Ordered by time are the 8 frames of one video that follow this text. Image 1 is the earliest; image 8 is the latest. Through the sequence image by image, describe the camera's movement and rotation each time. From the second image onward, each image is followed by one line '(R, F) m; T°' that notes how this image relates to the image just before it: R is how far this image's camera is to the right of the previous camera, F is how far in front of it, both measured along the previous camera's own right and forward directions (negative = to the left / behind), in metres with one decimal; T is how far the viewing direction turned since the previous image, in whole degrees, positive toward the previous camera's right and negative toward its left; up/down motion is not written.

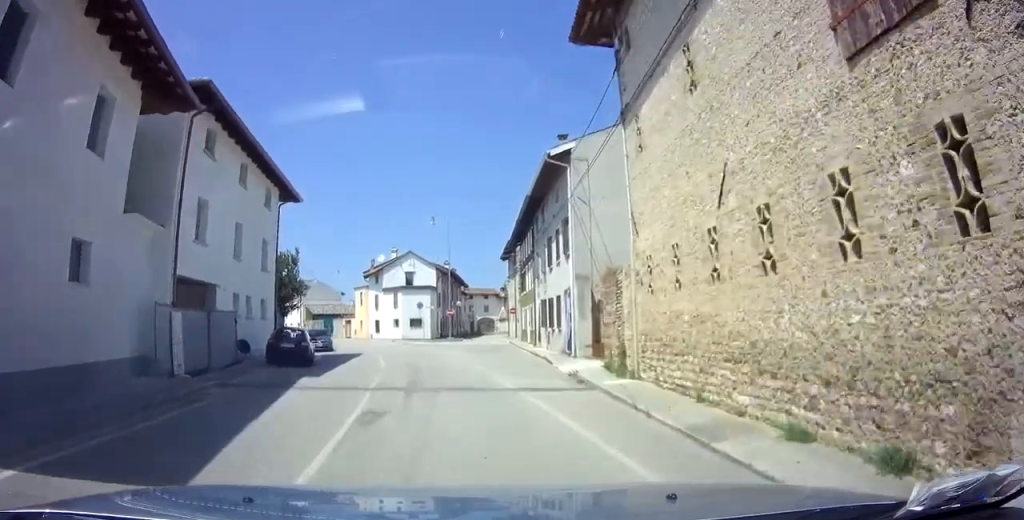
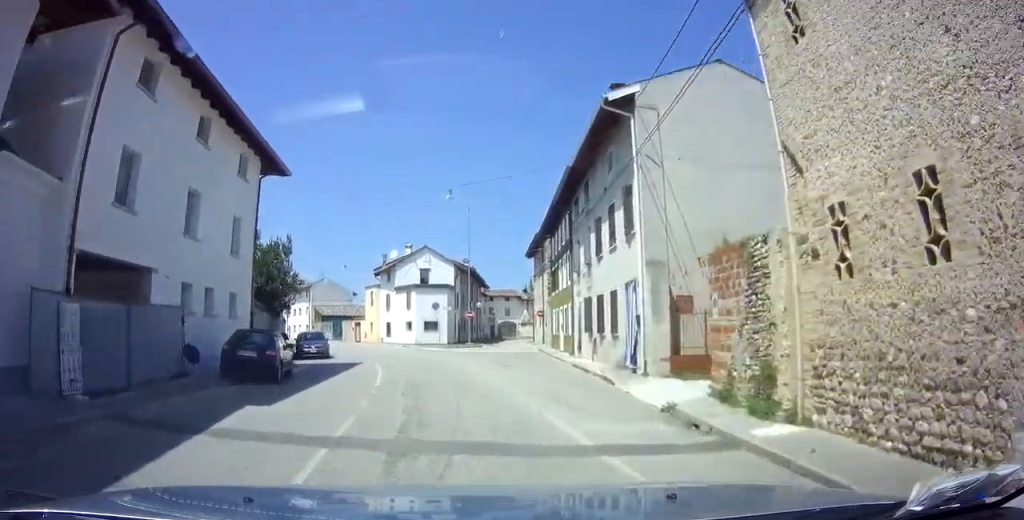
(0.0, +5.5) m; -1°
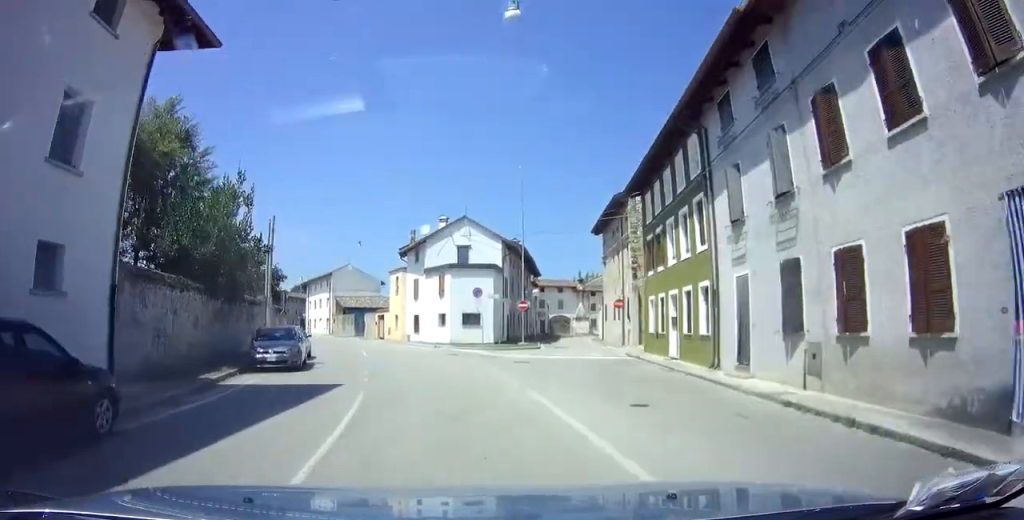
(-0.5, +11.0) m; -4°
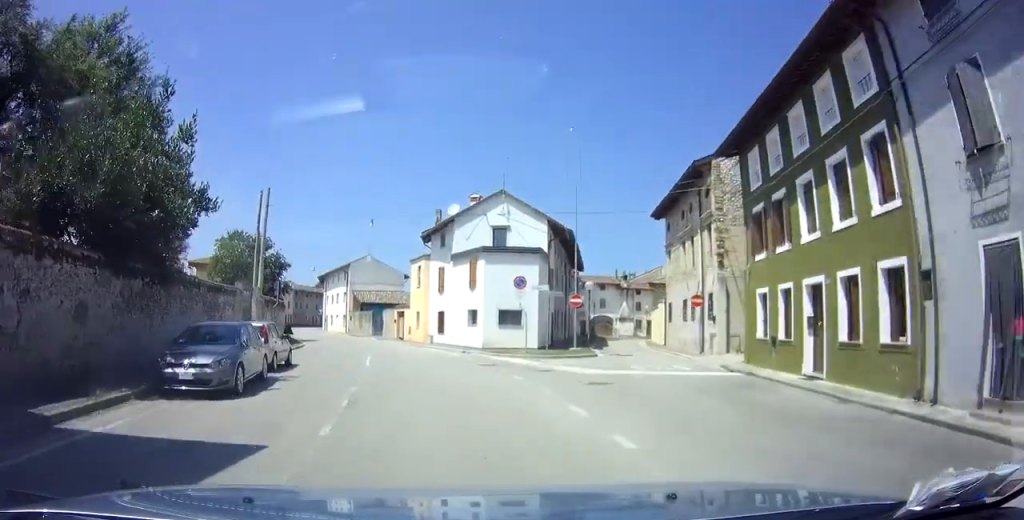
(-0.1, +7.0) m; -1°
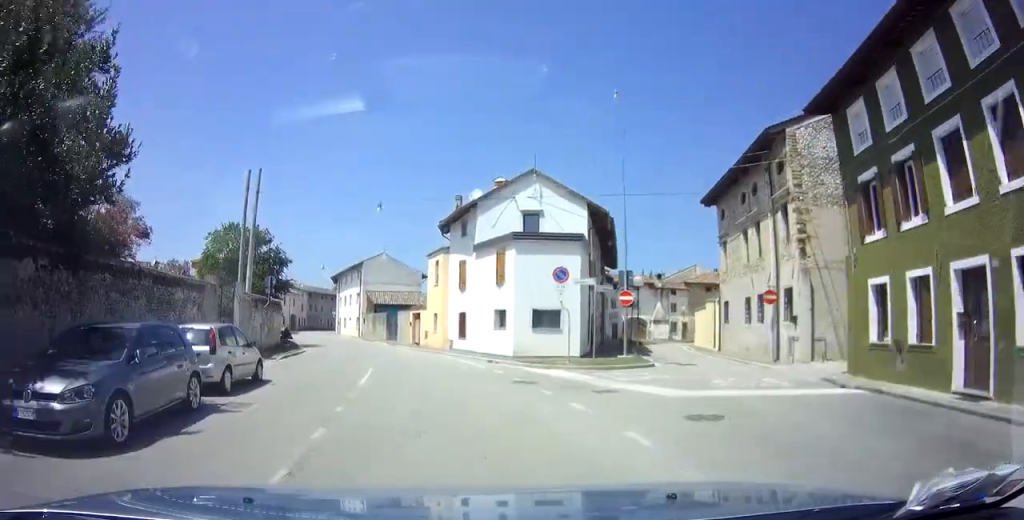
(+0.1, +4.7) m; -1°
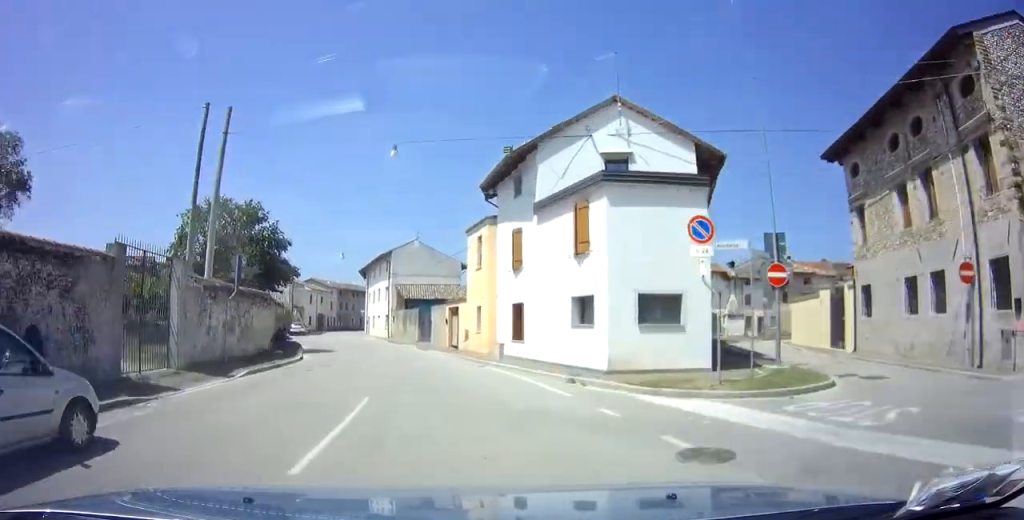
(-0.3, +8.6) m; -6°
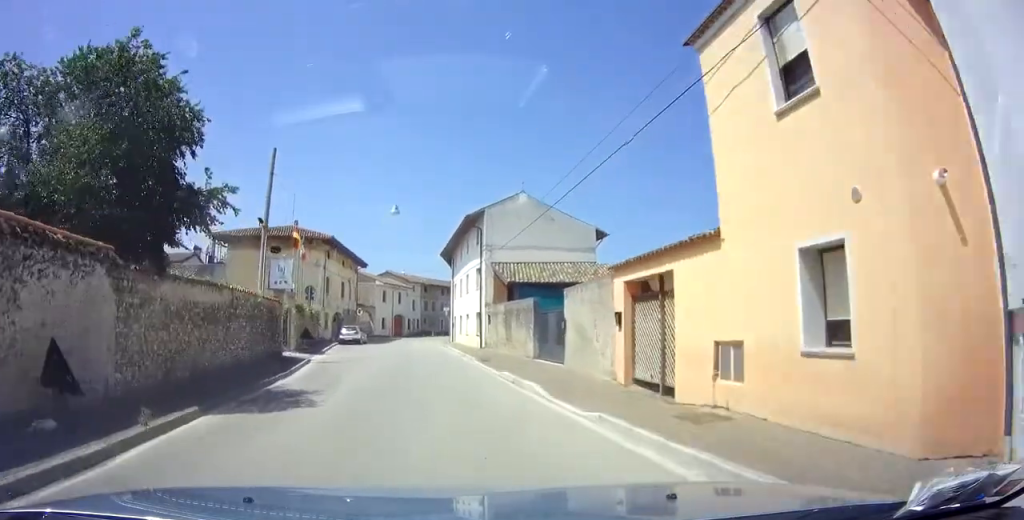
(-2.5, +17.9) m; -15°
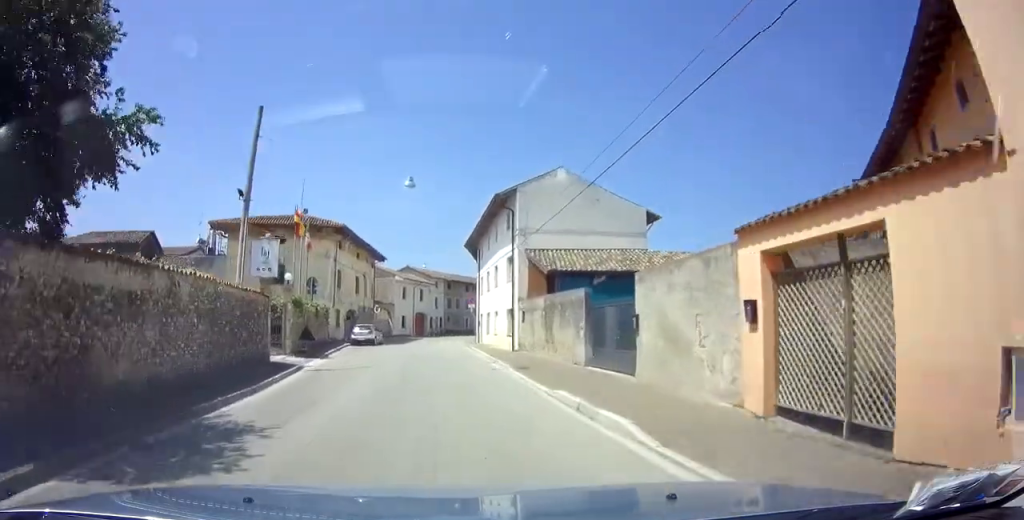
(-0.2, +4.5) m; -3°
